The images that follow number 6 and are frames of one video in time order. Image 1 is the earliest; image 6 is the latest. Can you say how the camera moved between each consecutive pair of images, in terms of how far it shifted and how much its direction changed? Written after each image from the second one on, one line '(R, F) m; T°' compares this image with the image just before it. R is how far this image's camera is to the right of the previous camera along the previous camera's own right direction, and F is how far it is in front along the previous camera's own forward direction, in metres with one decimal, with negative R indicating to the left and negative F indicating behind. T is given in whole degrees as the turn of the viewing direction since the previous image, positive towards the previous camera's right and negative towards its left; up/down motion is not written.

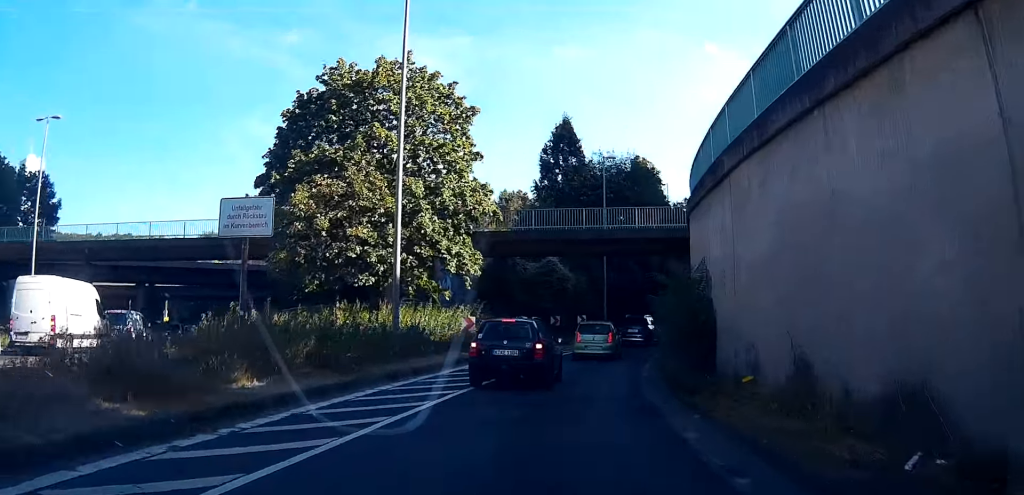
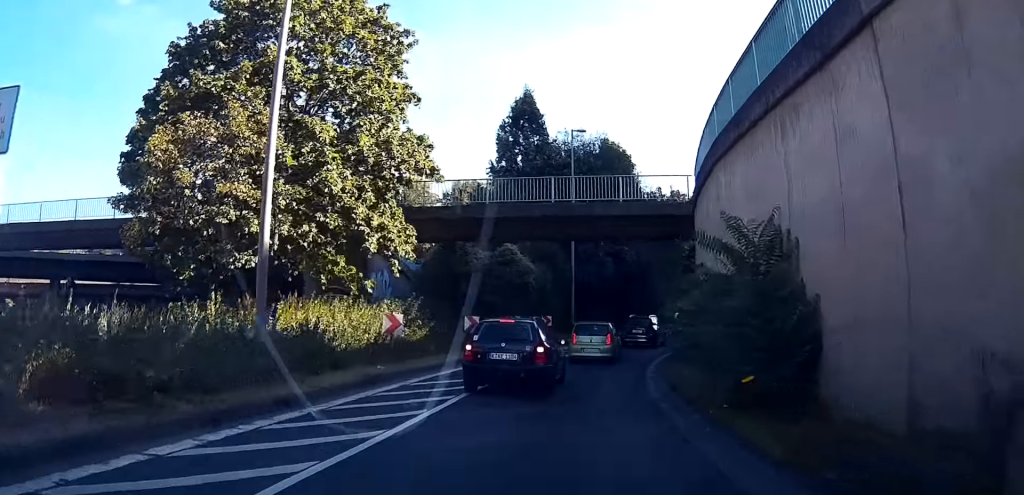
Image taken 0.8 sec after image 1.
(+0.3, +6.7) m; +5°
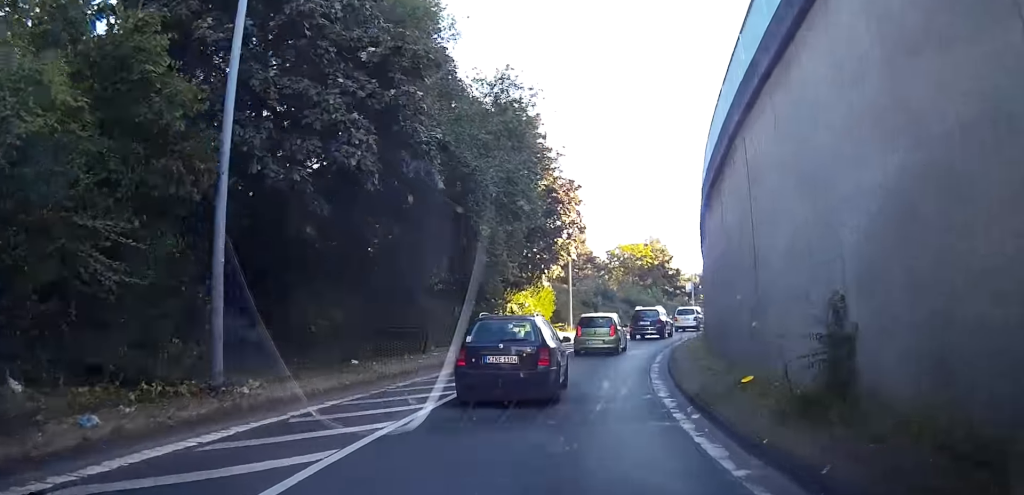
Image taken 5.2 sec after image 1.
(+3.5, +30.2) m; +18°
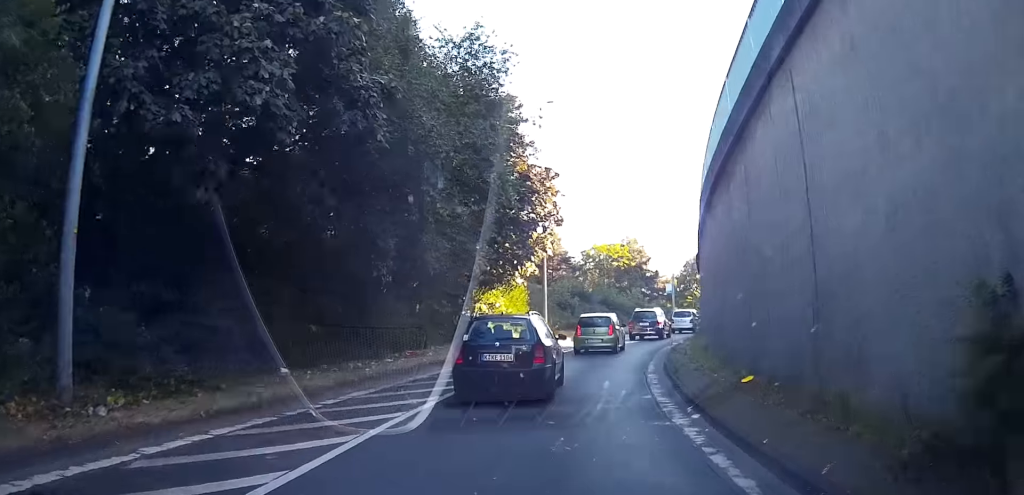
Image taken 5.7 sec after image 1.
(0.0, +3.7) m; -1°
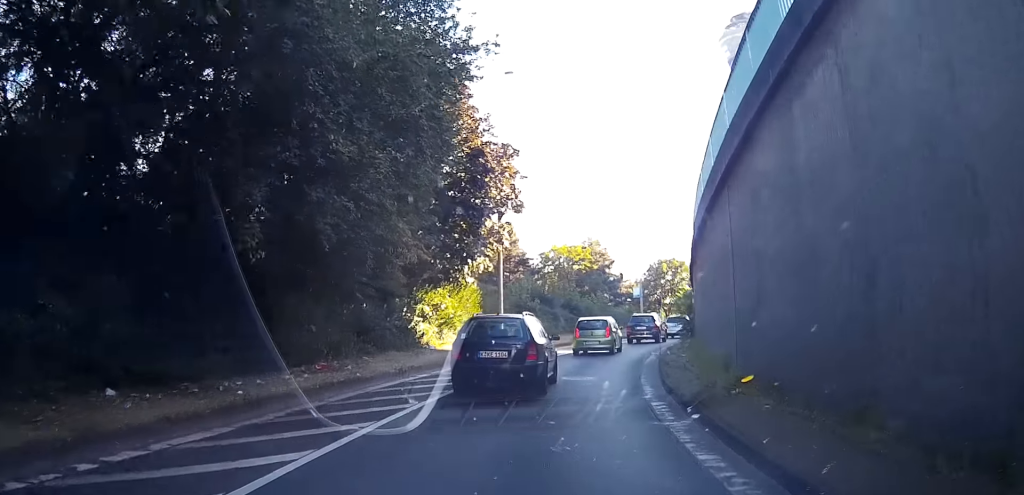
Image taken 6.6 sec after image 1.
(-0.2, +6.1) m; +3°
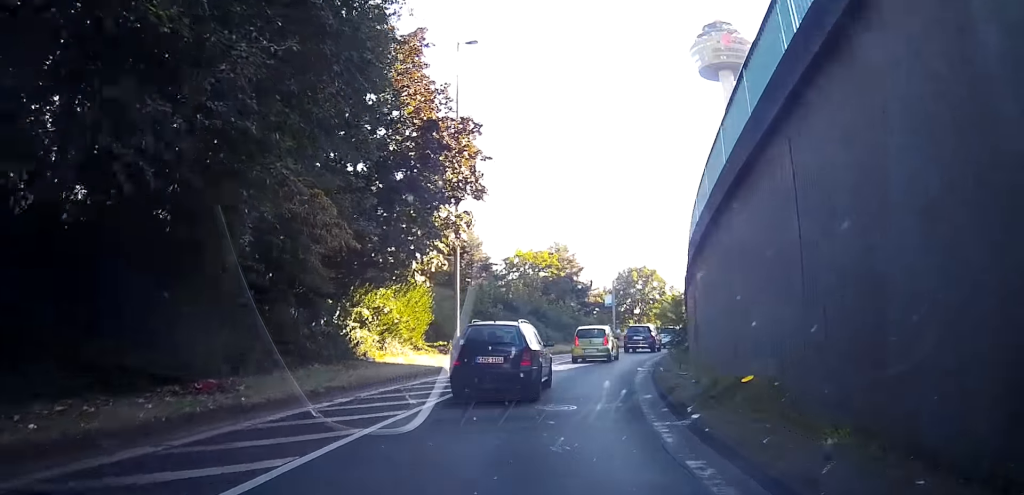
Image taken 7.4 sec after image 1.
(+0.3, +5.3) m; +4°
